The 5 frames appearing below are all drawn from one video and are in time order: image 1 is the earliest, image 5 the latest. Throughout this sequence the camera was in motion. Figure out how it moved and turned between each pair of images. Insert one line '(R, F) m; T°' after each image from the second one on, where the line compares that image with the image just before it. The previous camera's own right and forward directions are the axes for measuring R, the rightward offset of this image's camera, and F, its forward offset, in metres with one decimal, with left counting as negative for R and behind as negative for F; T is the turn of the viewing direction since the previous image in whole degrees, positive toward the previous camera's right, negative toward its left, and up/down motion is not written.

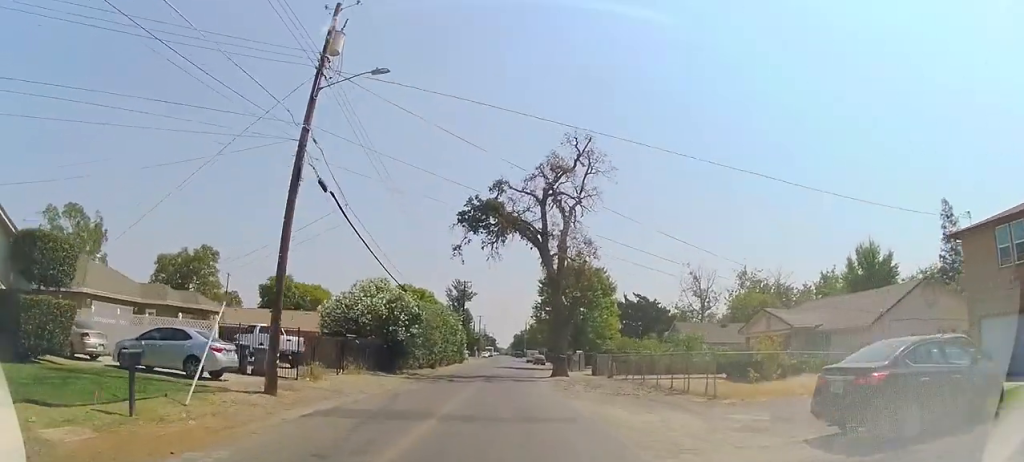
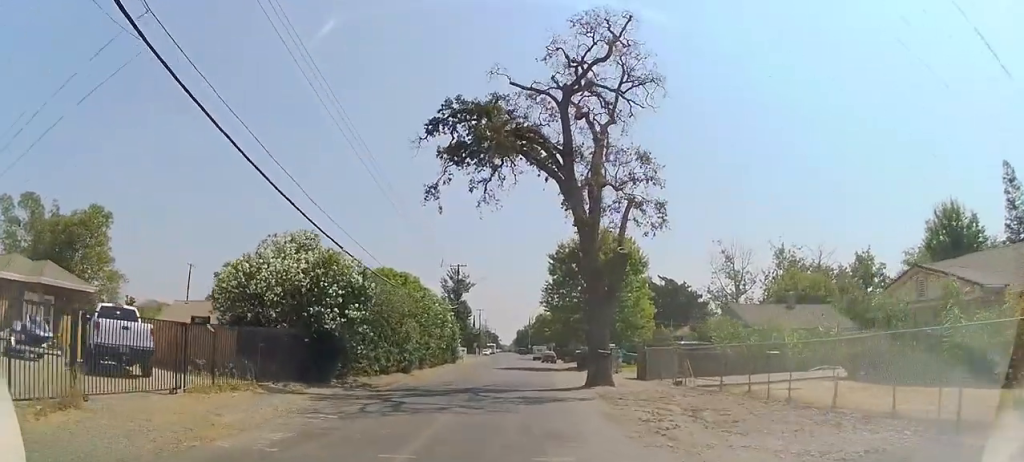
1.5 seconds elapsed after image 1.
(0.0, +12.8) m; 0°
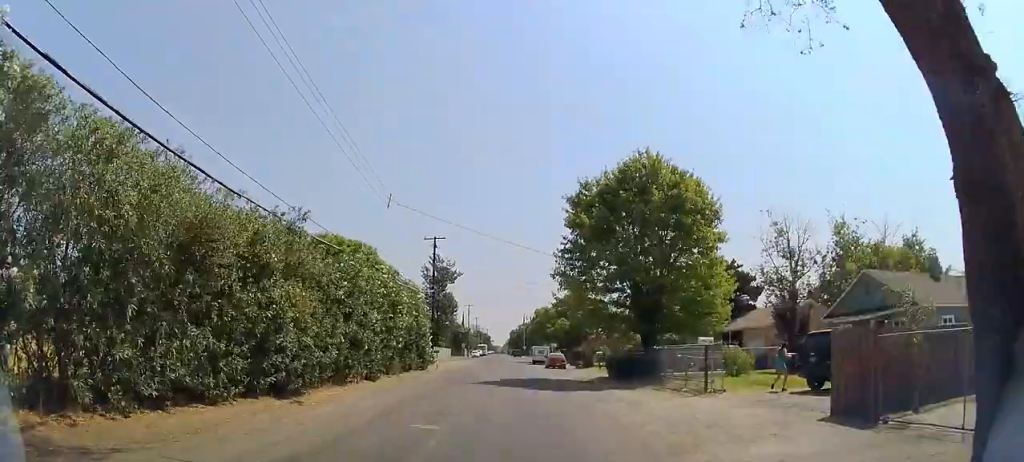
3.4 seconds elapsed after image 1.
(0.0, +16.8) m; +2°
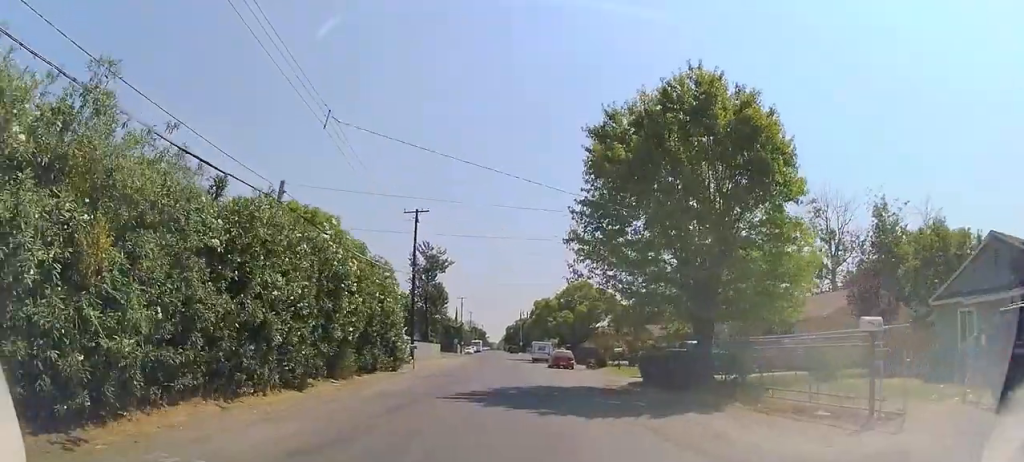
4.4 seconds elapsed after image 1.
(+0.3, +8.4) m; +2°
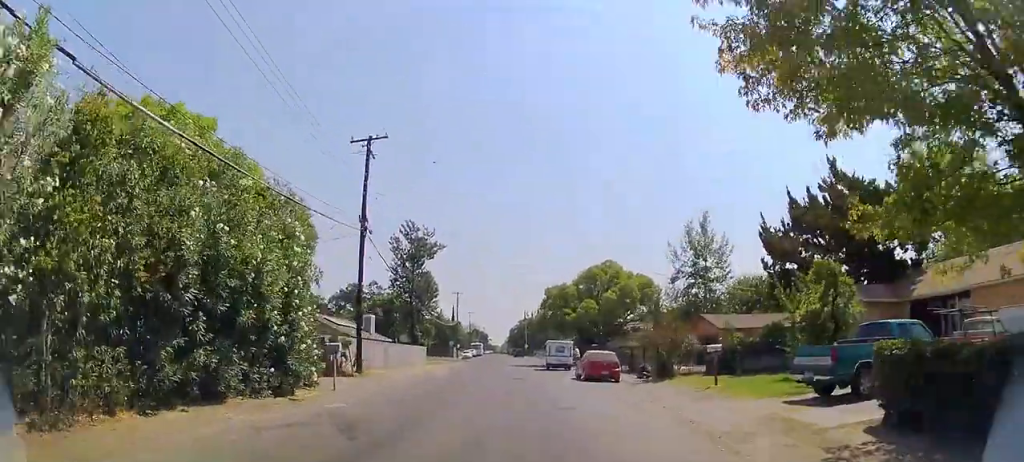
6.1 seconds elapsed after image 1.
(-0.4, +15.1) m; -3°
